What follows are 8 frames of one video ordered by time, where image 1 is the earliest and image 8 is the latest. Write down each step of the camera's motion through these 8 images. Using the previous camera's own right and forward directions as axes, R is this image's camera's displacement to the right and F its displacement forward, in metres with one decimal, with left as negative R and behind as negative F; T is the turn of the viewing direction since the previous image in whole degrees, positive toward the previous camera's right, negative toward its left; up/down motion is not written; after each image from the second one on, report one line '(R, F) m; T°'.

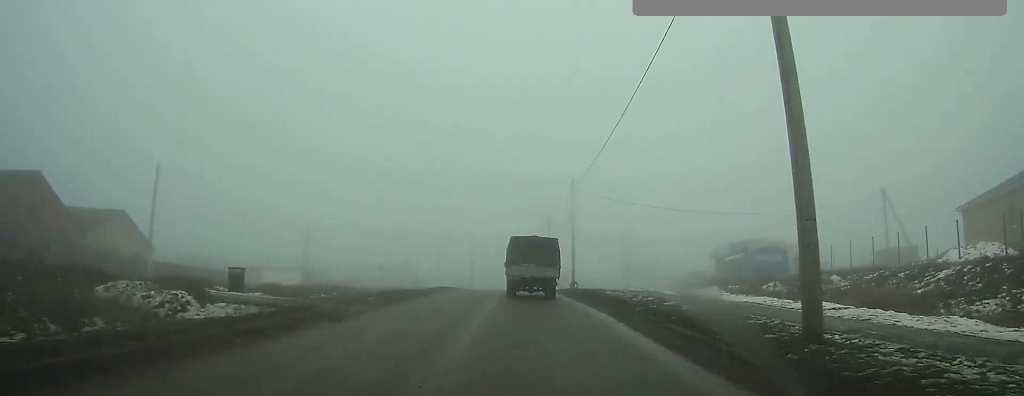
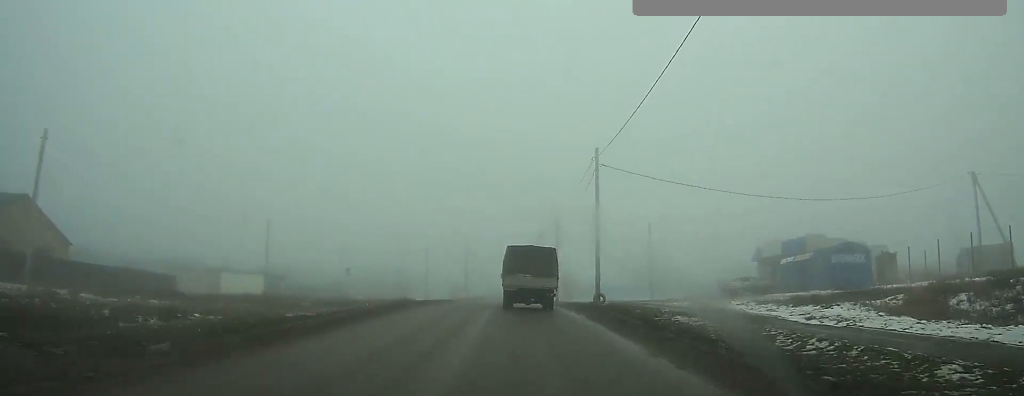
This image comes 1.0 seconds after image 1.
(0.0, +11.5) m; -1°
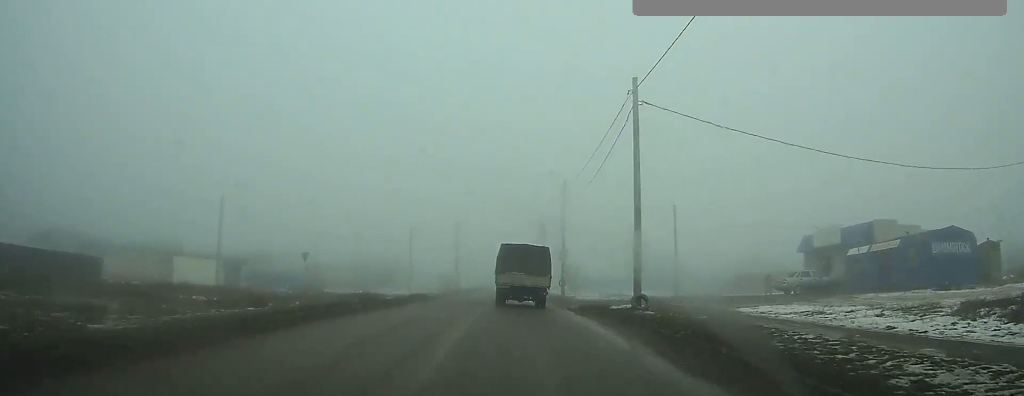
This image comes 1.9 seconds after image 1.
(-0.1, +9.4) m; -1°
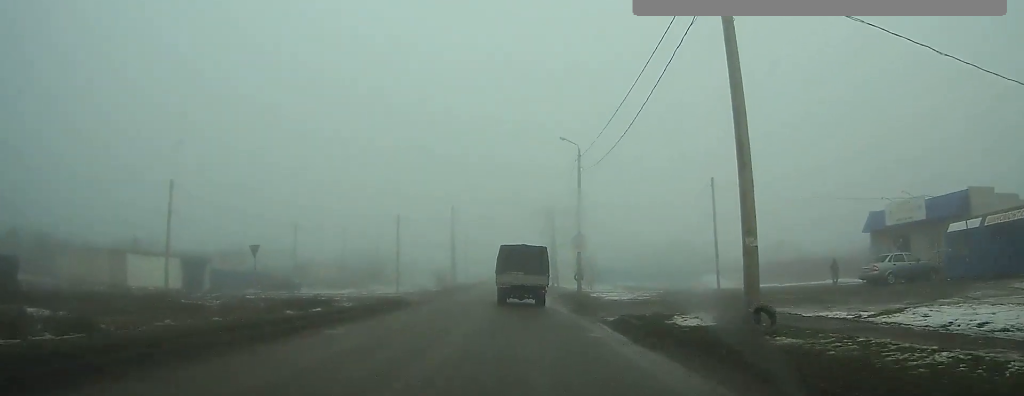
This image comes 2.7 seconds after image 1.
(0.0, +8.7) m; 0°
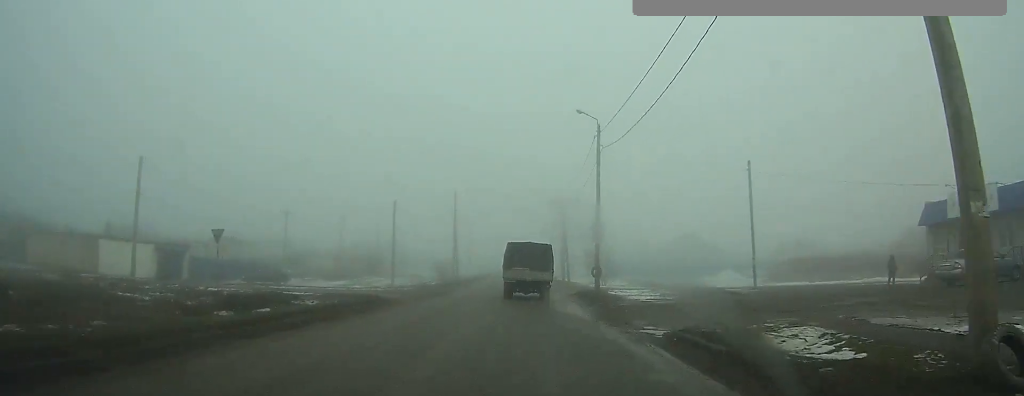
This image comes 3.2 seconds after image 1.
(0.0, +5.4) m; 0°
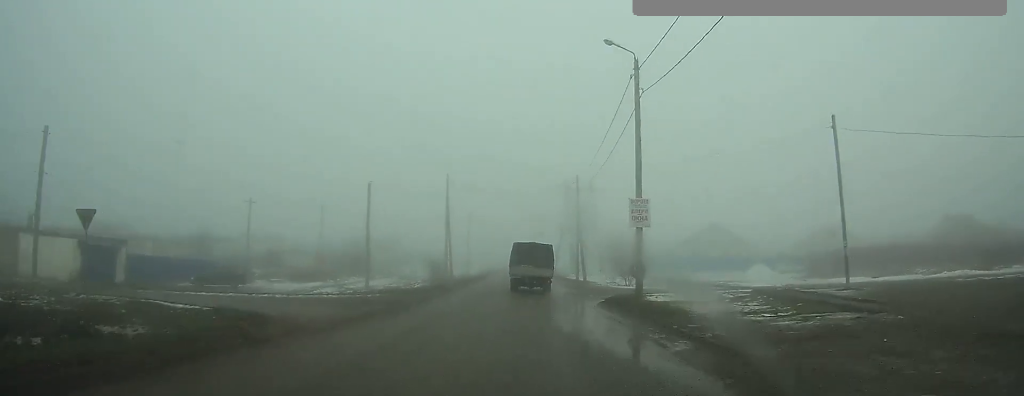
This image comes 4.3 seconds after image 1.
(0.0, +10.7) m; -1°
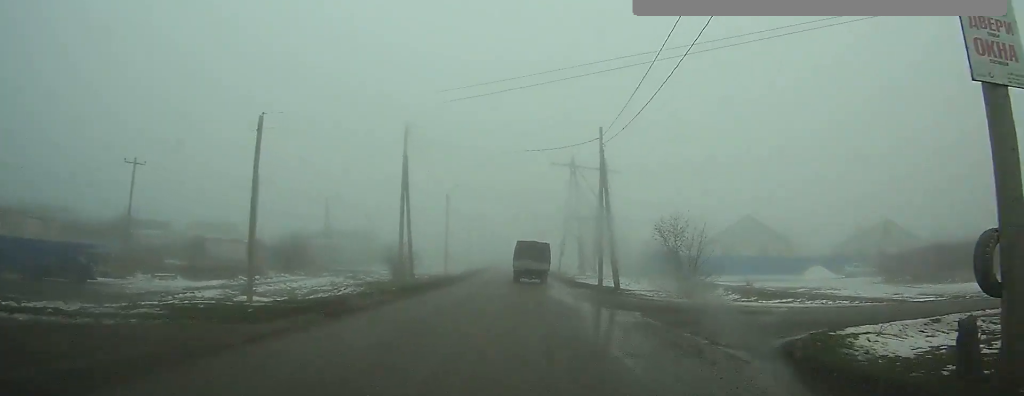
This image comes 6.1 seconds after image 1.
(-0.1, +18.5) m; 0°
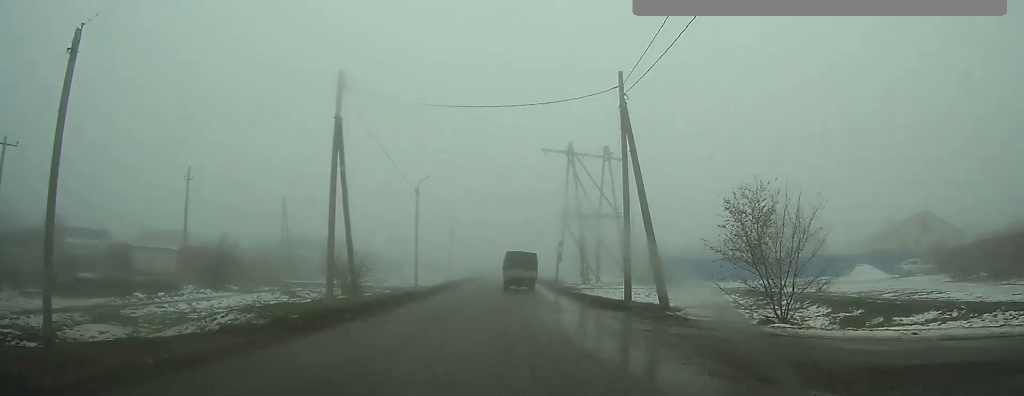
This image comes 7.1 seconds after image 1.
(+0.1, +11.5) m; 0°
